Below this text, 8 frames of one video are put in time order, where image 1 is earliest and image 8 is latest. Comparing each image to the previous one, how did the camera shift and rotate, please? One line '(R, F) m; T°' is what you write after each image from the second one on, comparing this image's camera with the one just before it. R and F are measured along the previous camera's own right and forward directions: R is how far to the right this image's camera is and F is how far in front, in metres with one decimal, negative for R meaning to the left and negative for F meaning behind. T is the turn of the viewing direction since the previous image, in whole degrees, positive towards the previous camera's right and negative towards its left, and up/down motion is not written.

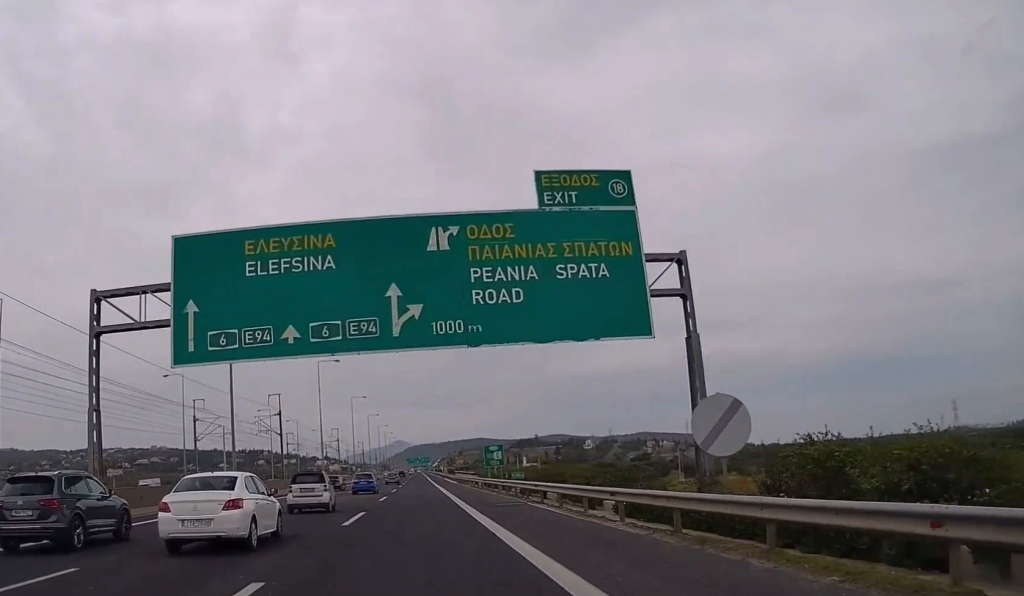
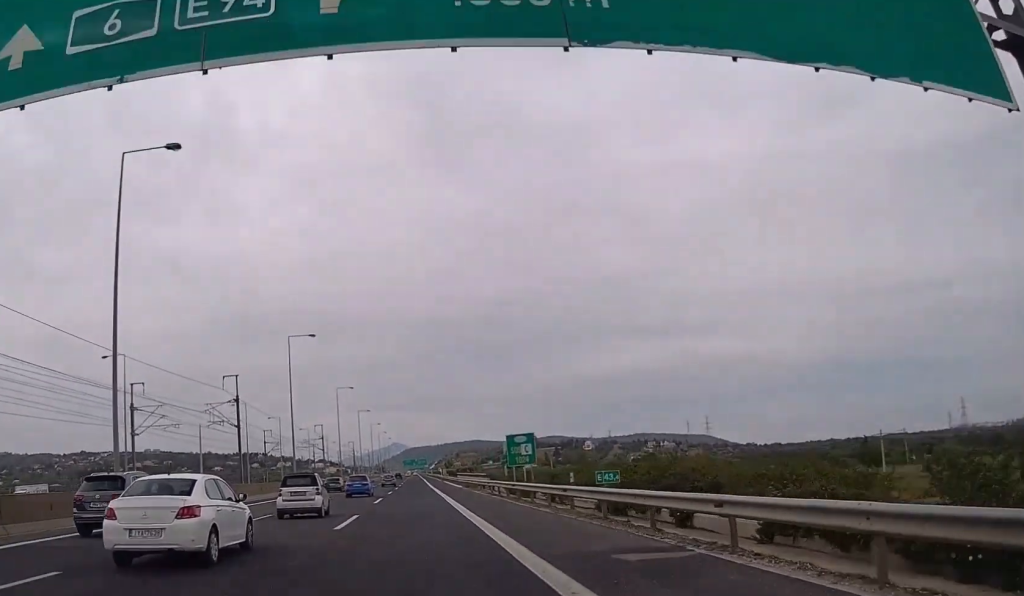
(0.0, +18.3) m; 0°
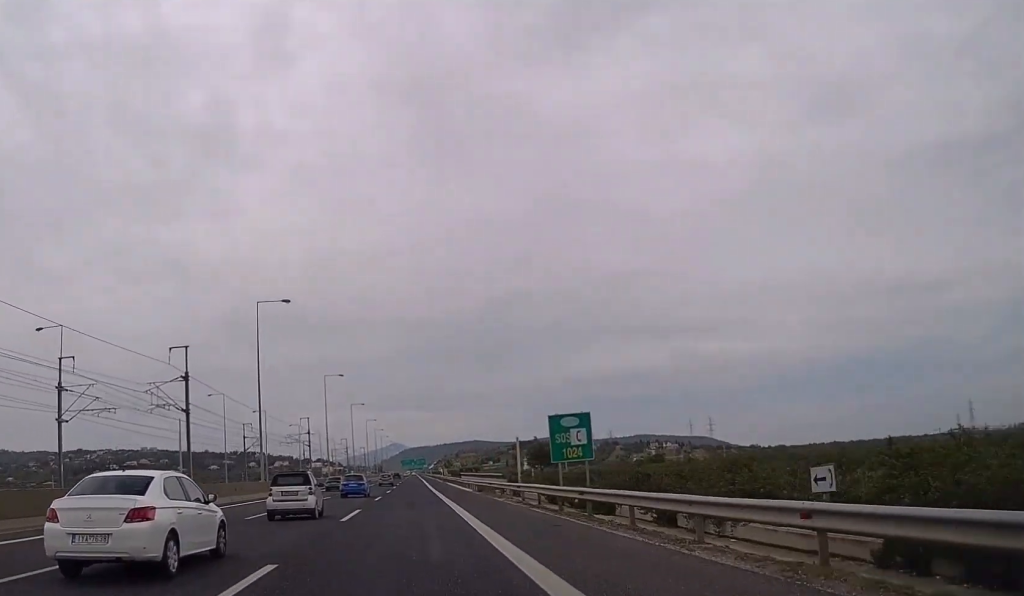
(0.0, +14.6) m; 0°
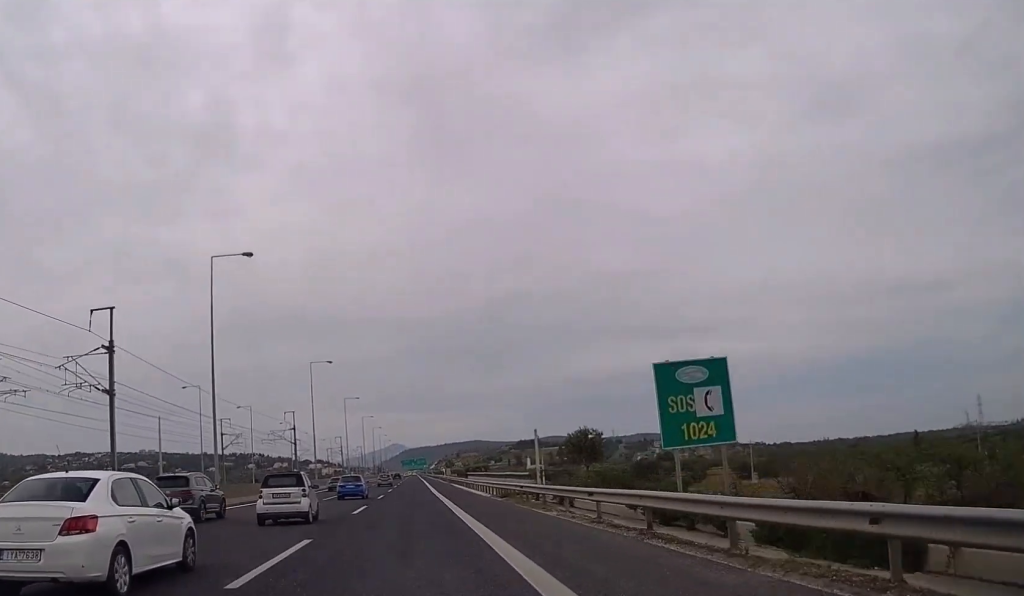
(+0.1, +13.4) m; 0°
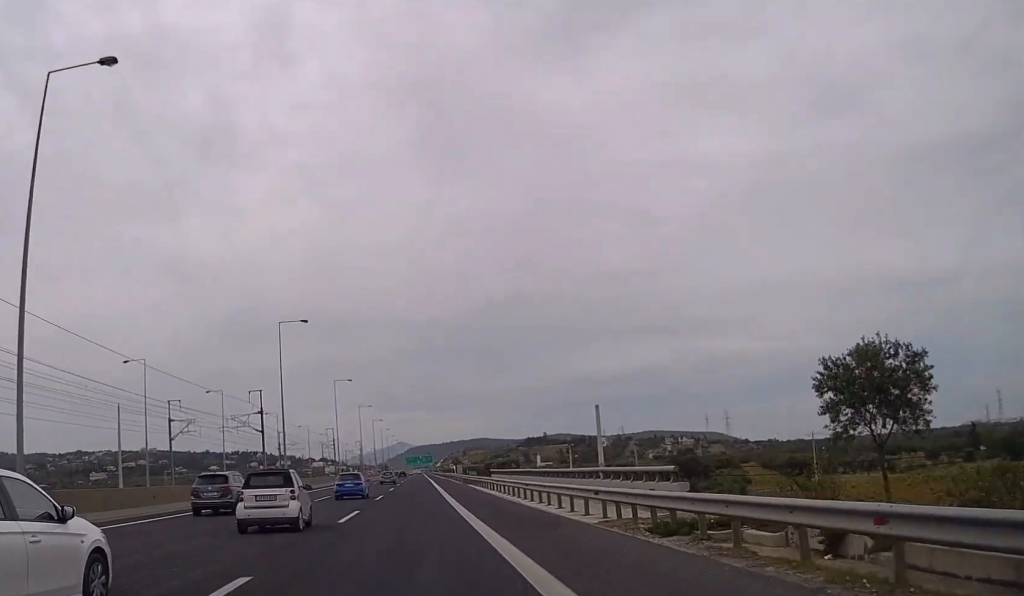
(+0.1, +24.3) m; 0°
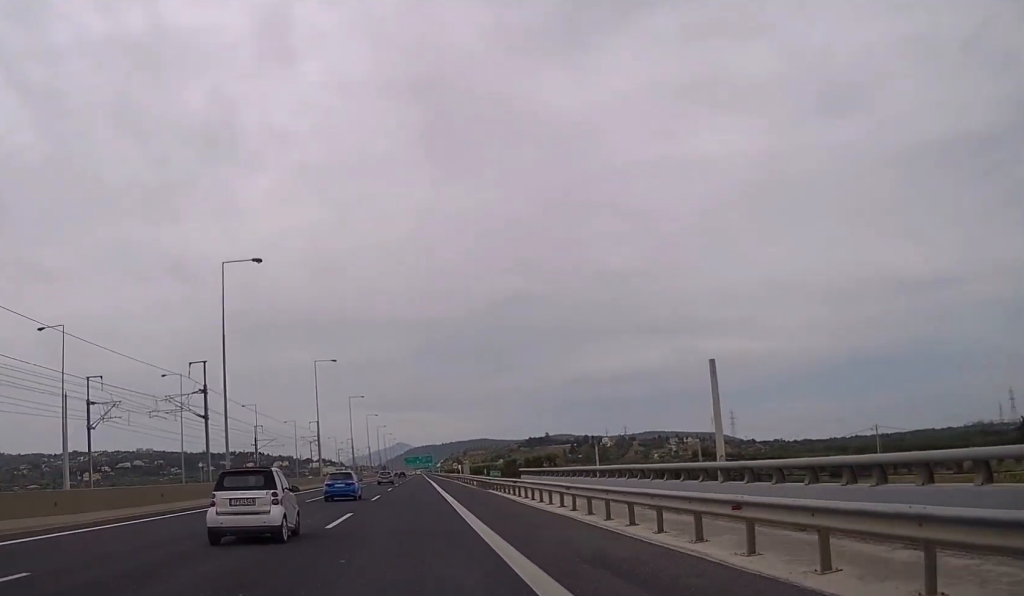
(0.0, +20.0) m; 0°
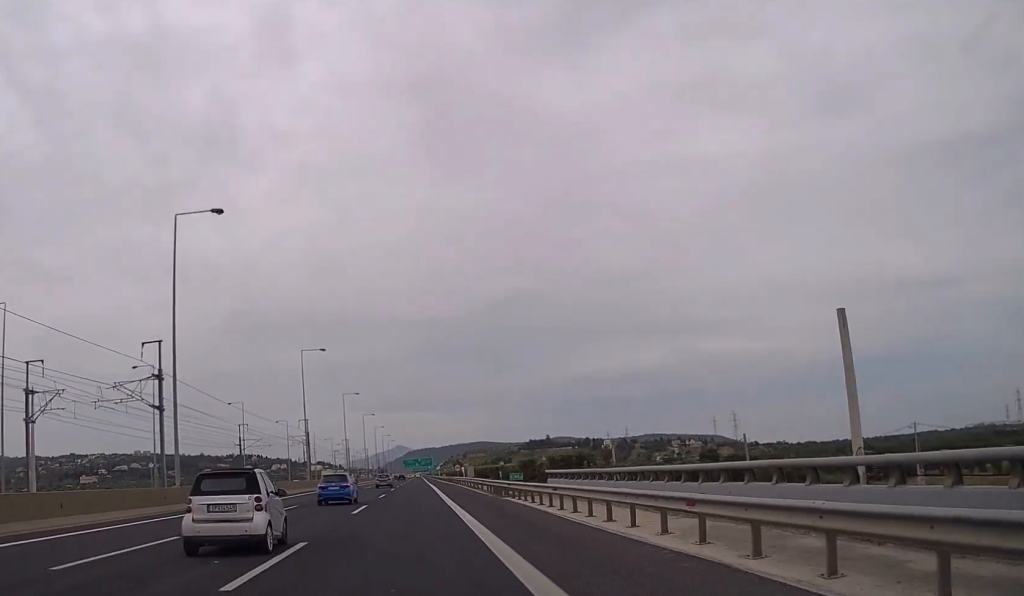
(0.0, +10.1) m; 0°
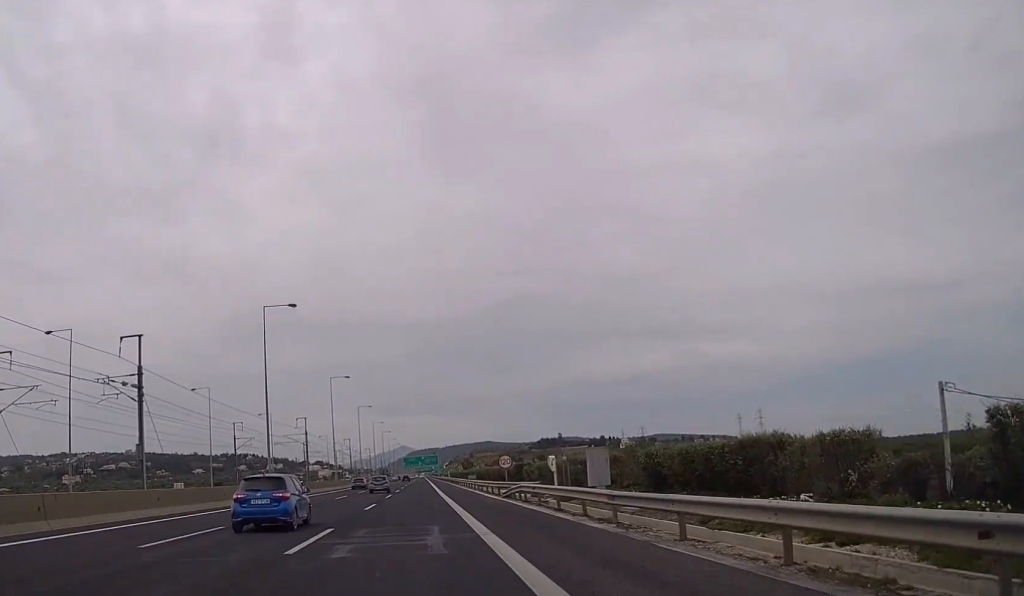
(-0.1, +67.9) m; 0°
